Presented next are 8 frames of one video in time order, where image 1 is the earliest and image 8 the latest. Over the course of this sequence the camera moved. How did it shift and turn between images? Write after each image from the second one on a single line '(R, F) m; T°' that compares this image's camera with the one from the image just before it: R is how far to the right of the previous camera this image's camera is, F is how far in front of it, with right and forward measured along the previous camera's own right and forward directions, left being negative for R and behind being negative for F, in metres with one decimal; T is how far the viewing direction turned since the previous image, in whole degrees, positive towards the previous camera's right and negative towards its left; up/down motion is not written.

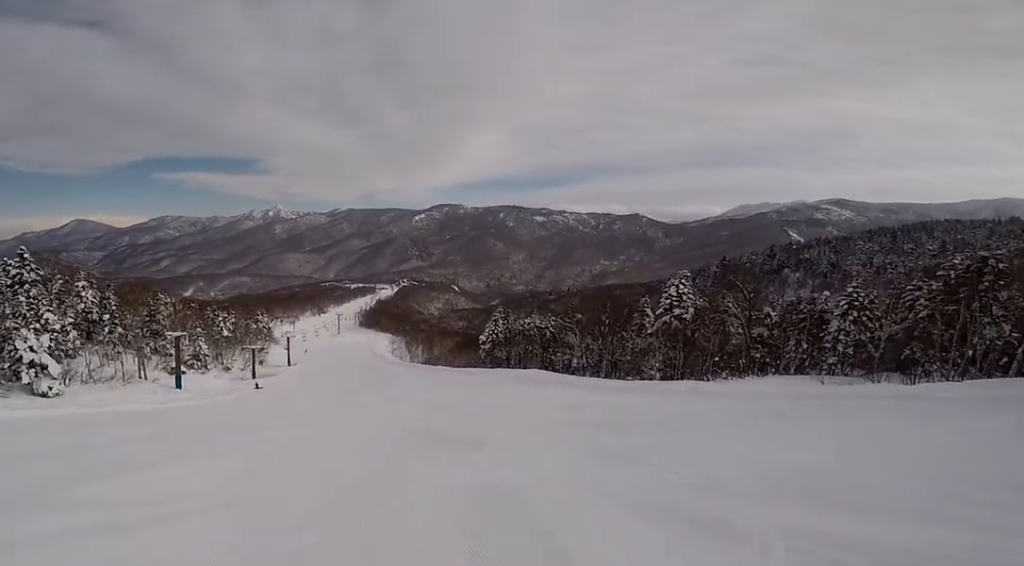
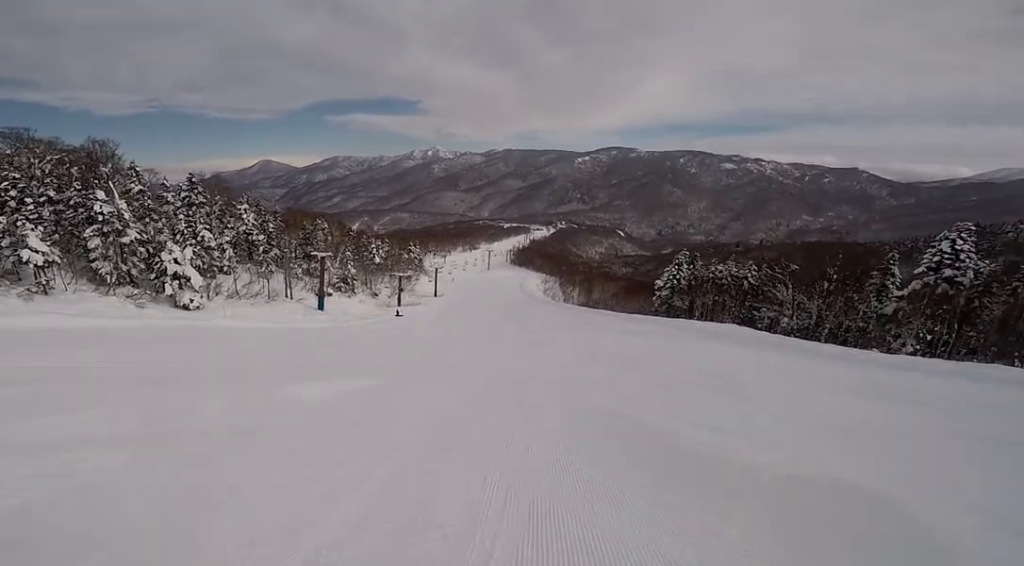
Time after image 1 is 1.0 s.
(-0.5, +7.5) m; +1°
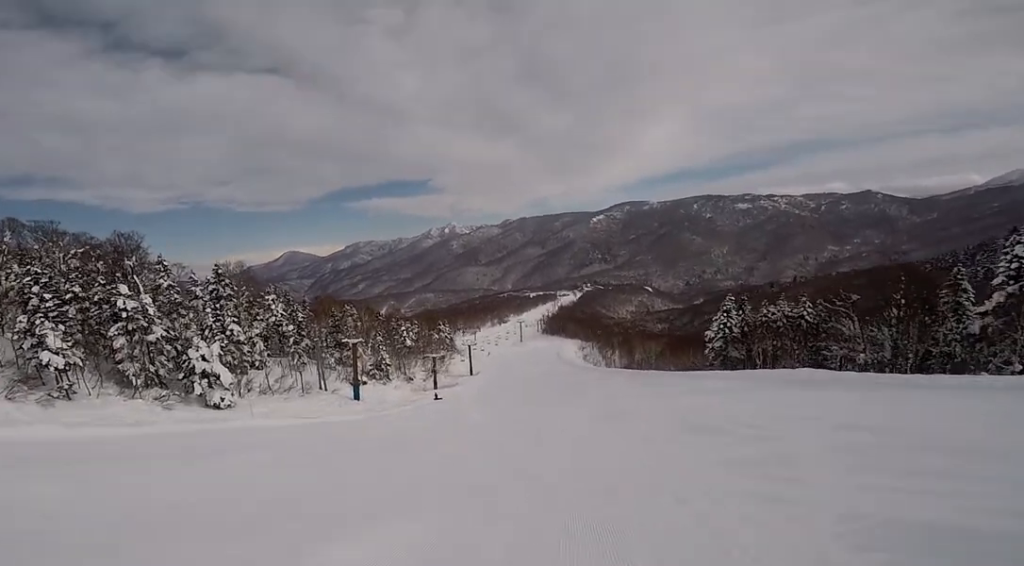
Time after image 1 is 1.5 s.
(-0.8, +3.6) m; +5°
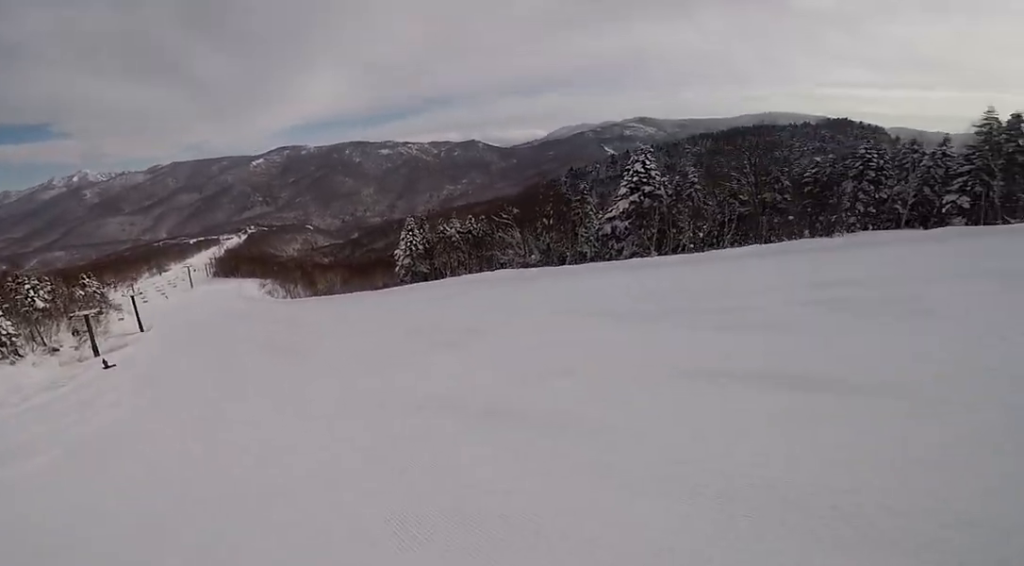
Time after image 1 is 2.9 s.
(+3.4, +9.7) m; +16°
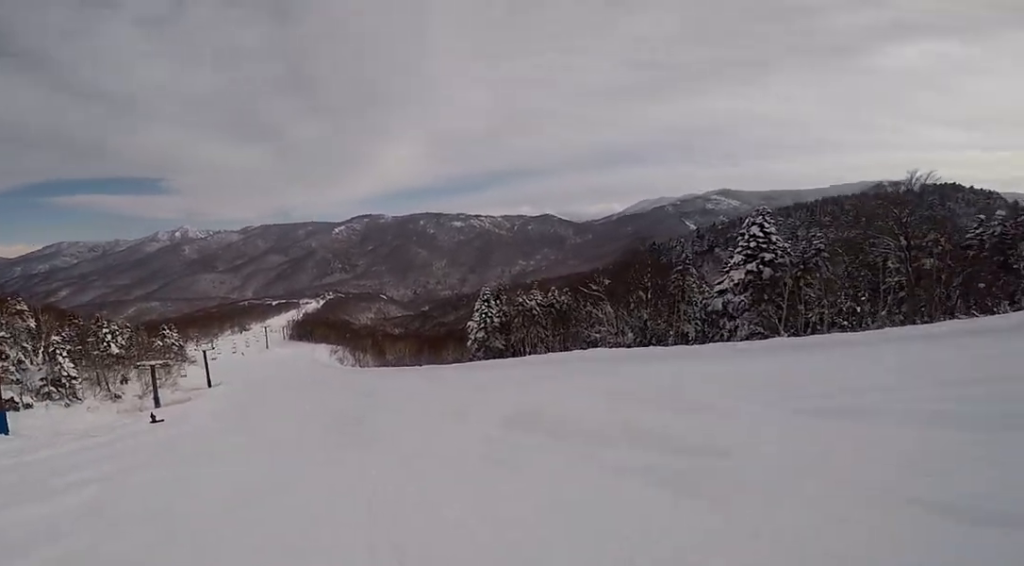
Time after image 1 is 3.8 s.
(-0.1, +6.3) m; -10°
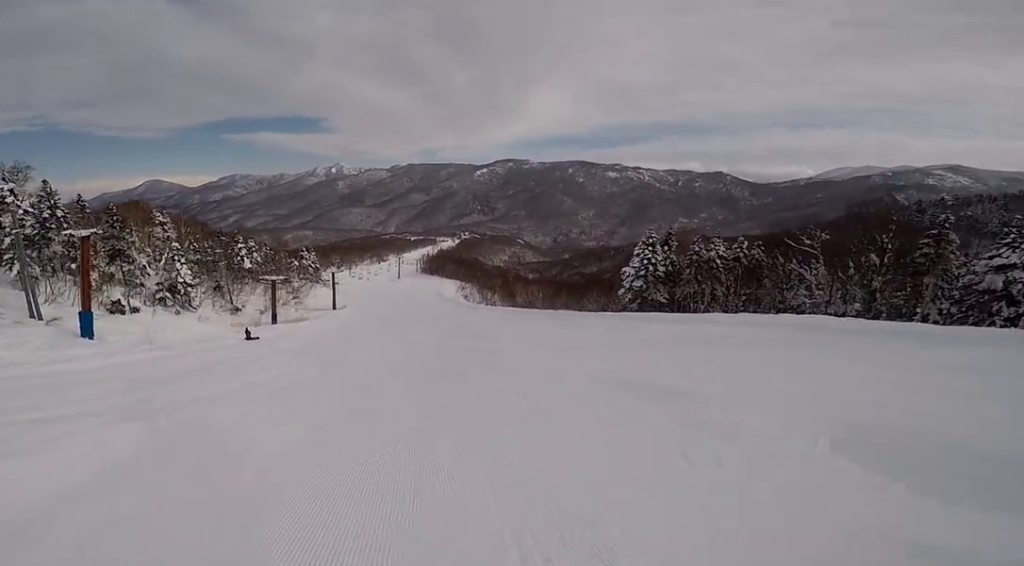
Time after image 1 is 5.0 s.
(-1.3, +7.8) m; -6°
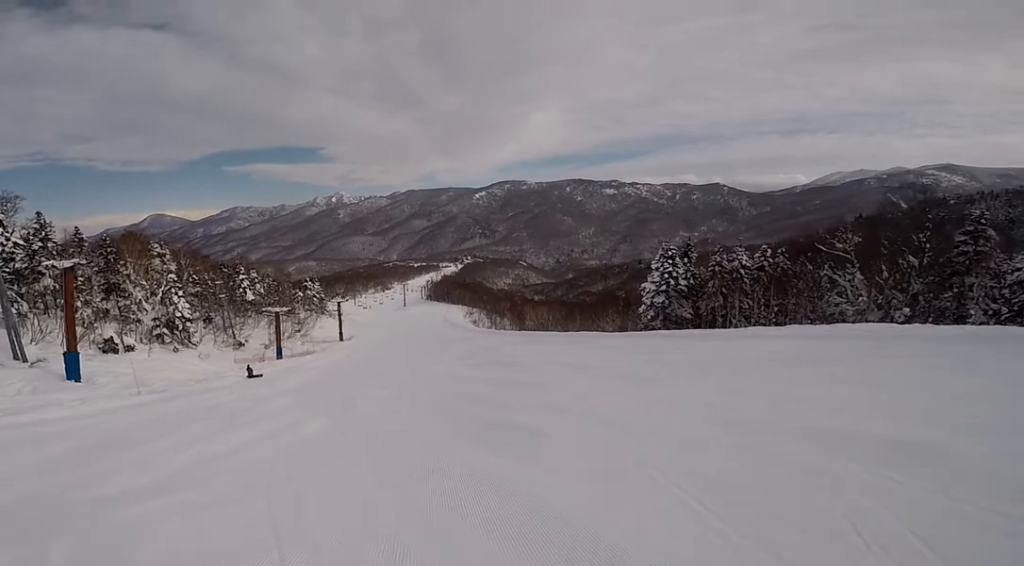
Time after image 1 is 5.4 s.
(-0.2, +2.9) m; +3°
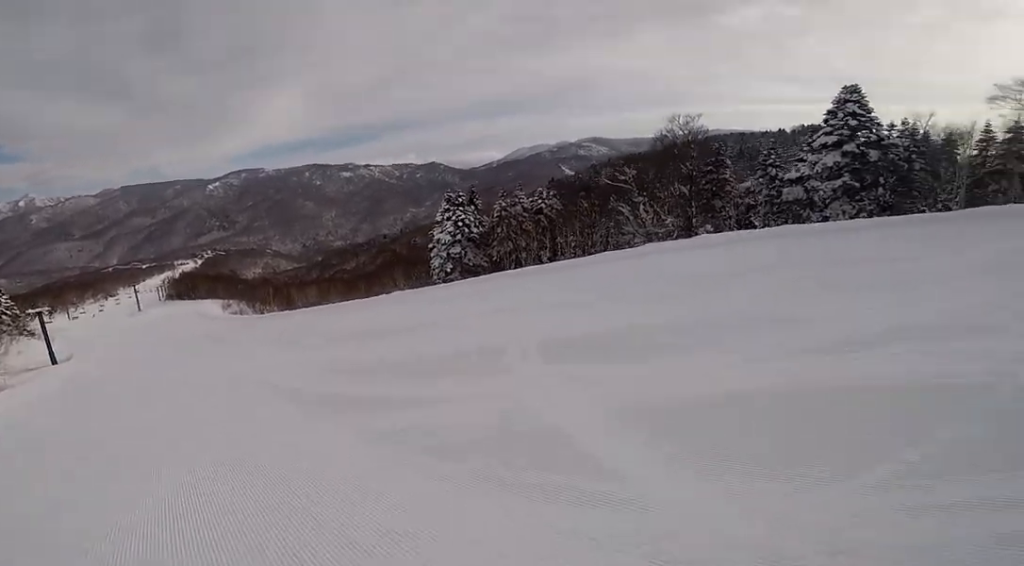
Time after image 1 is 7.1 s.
(+2.3, +8.5) m; +32°
